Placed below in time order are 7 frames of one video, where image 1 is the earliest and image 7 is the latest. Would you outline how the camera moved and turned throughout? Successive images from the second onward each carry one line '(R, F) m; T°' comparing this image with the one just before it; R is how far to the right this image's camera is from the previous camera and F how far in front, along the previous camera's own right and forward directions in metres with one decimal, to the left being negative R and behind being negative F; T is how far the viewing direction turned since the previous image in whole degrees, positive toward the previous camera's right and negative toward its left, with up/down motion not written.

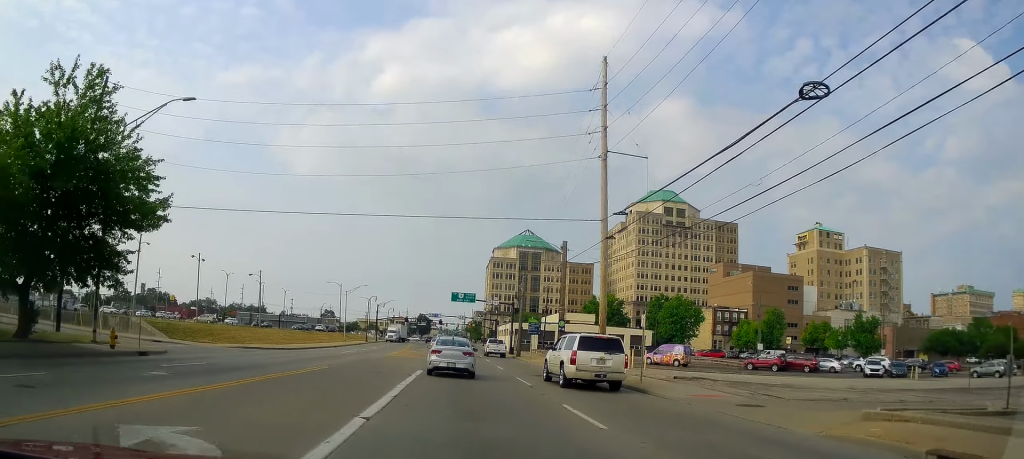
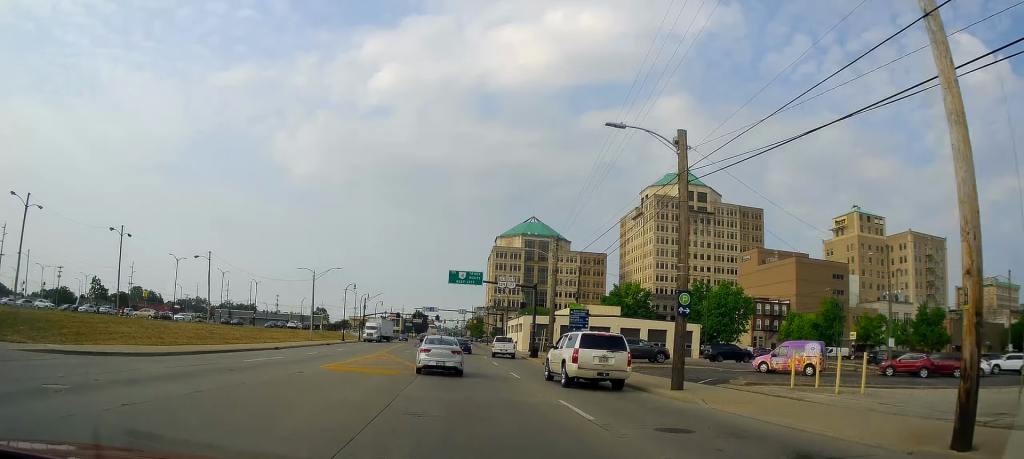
(-0.7, +21.4) m; 0°
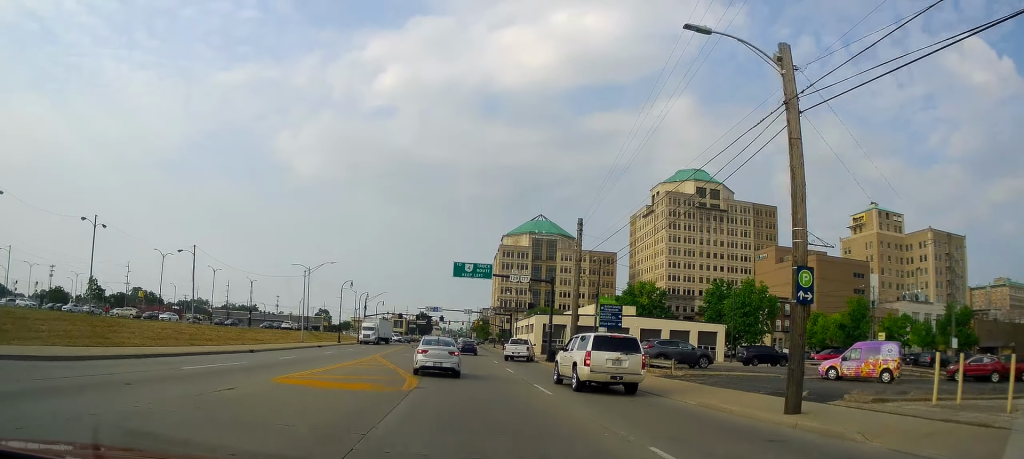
(-0.1, +6.6) m; +2°
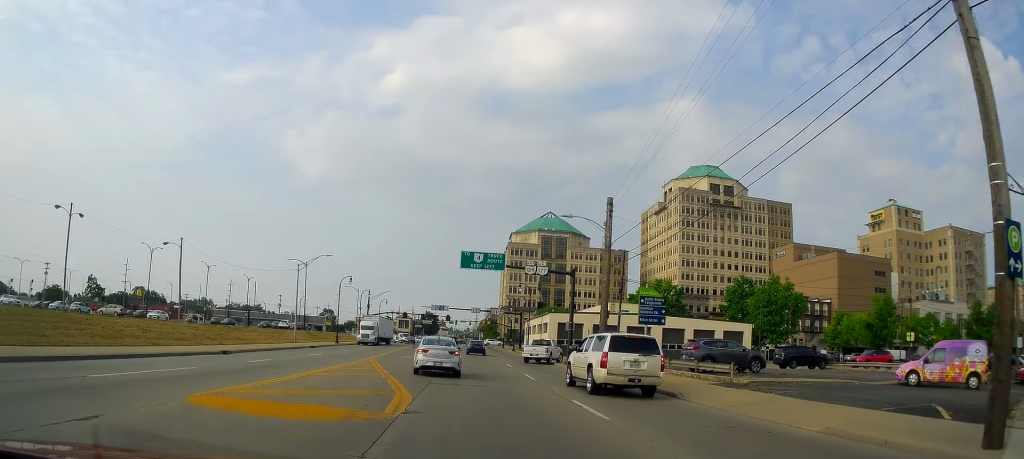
(+0.3, +5.6) m; +1°
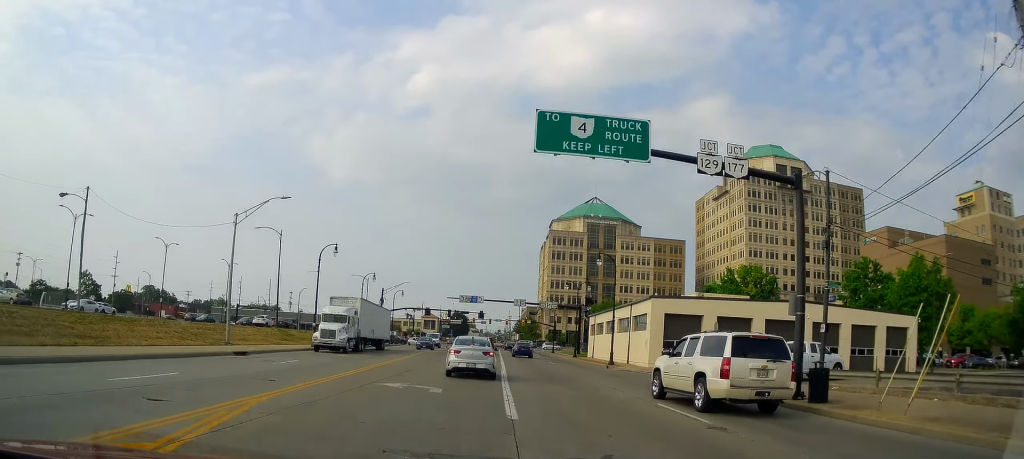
(0.0, +25.0) m; 0°
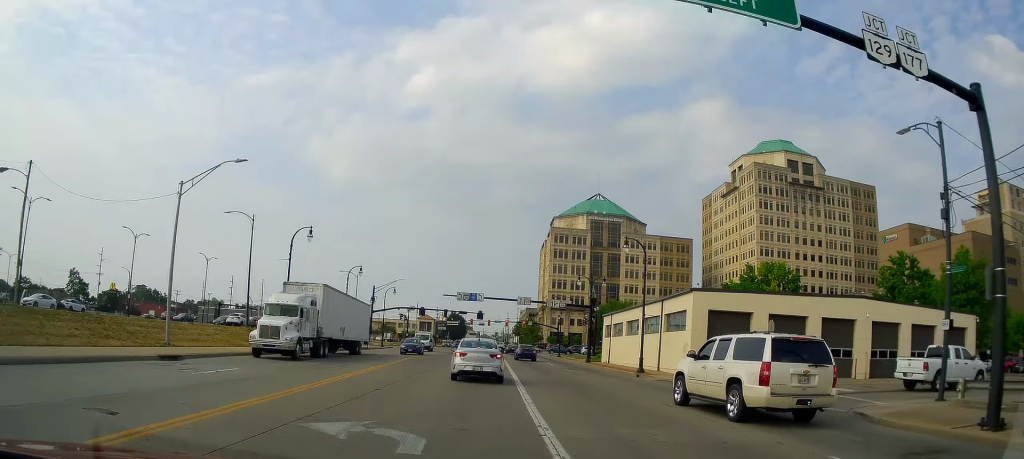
(-0.1, +7.4) m; +1°
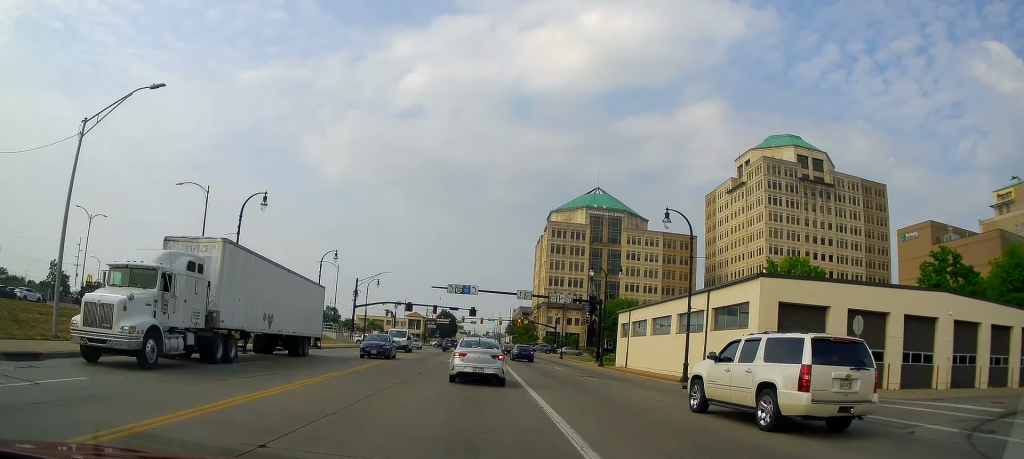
(+0.8, +8.1) m; -1°
